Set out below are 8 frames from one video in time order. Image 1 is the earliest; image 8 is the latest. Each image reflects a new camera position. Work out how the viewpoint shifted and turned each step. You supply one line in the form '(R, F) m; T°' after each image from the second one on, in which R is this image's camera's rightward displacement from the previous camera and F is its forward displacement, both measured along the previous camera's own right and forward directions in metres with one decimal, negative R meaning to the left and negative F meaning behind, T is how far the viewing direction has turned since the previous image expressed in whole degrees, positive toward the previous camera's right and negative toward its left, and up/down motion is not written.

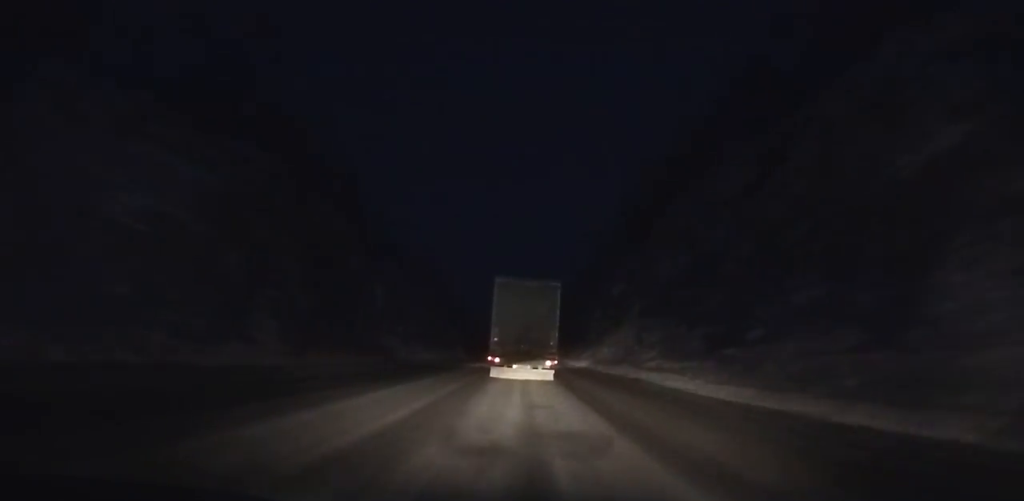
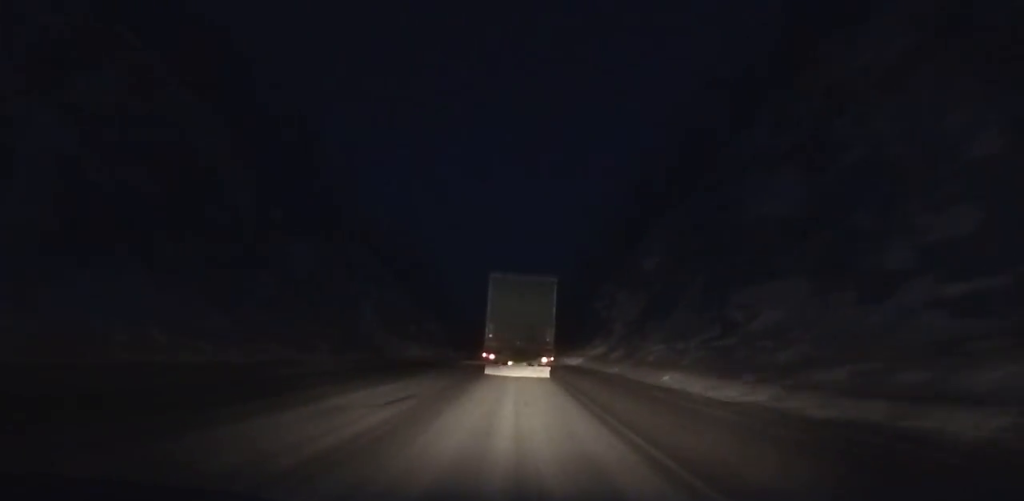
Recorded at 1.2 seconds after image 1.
(0.0, +18.2) m; 0°
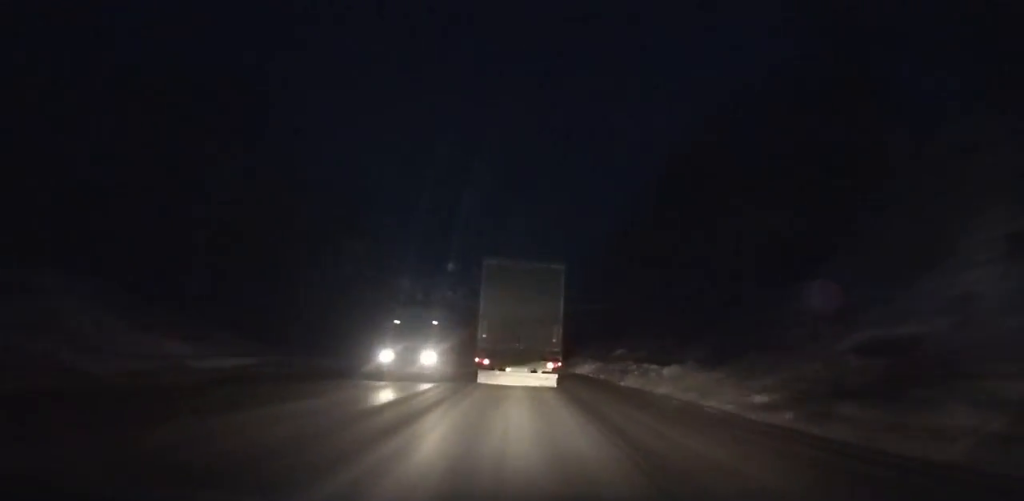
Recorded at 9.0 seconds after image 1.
(0.0, +118.4) m; +1°
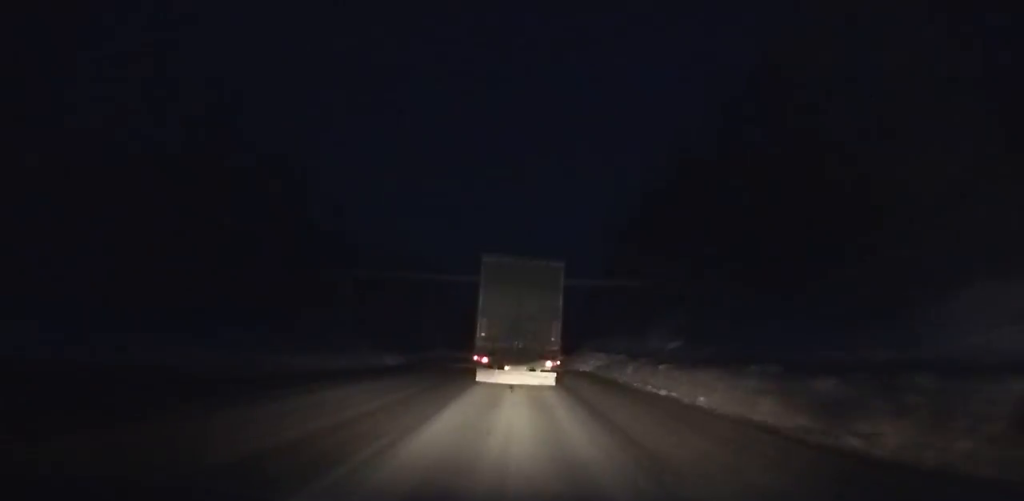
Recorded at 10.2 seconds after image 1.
(0.0, +18.4) m; 0°
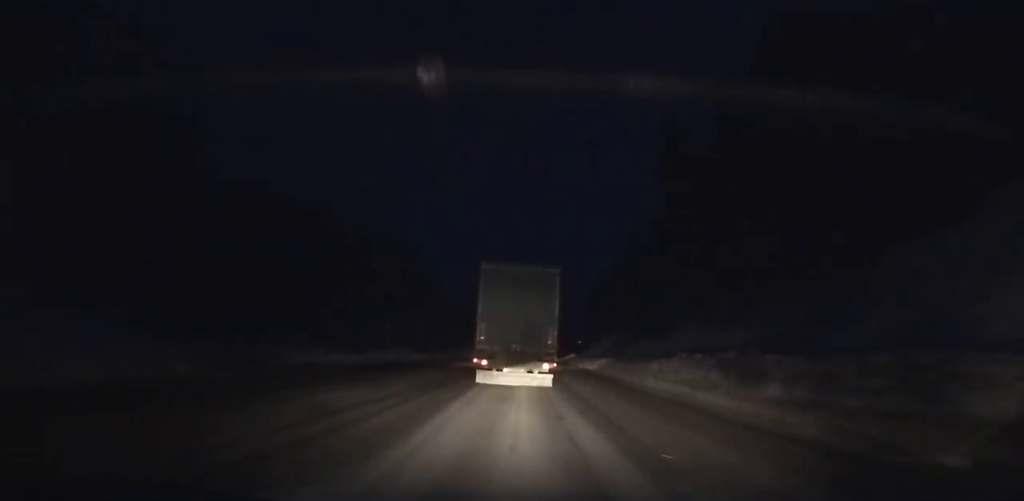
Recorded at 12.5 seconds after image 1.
(-0.1, +35.5) m; 0°
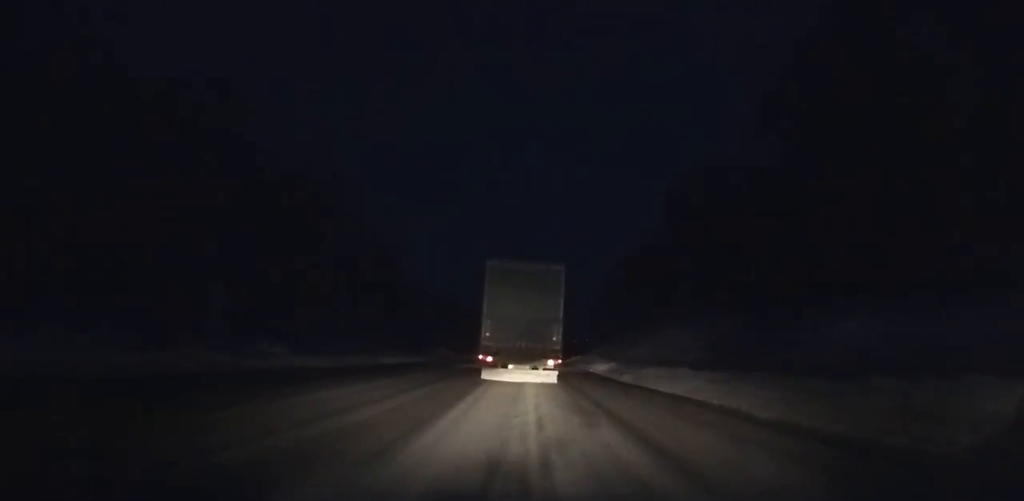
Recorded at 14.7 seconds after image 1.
(+0.3, +34.3) m; +1°
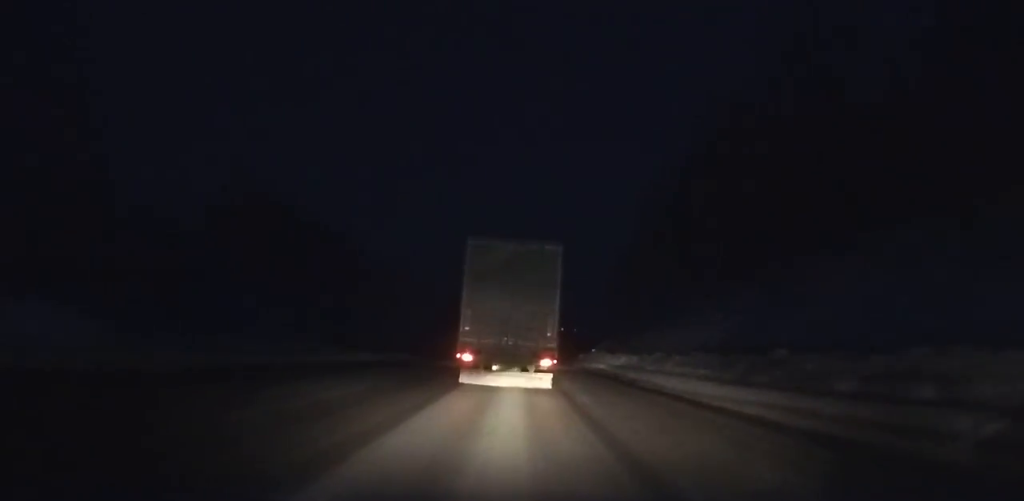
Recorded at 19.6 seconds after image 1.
(+1.7, +75.8) m; +3°
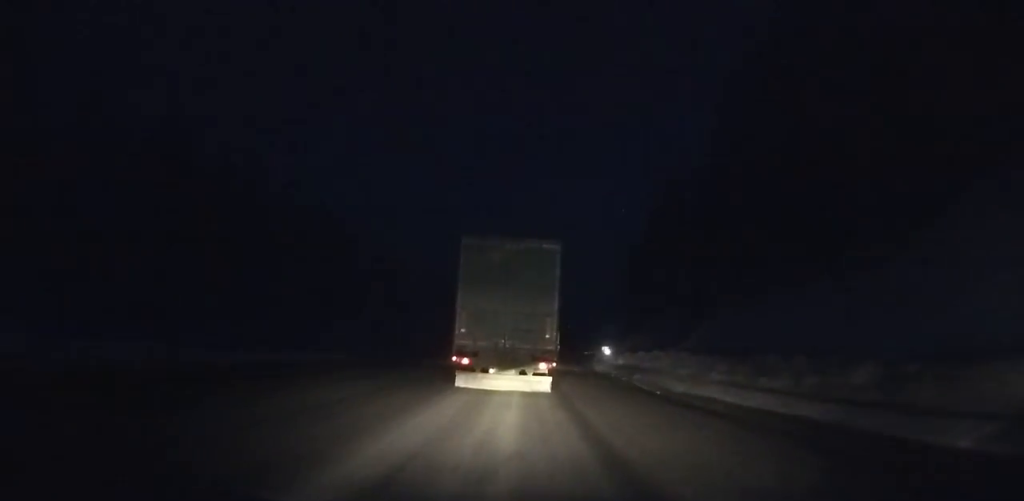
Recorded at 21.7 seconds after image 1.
(0.0, +31.9) m; +1°
